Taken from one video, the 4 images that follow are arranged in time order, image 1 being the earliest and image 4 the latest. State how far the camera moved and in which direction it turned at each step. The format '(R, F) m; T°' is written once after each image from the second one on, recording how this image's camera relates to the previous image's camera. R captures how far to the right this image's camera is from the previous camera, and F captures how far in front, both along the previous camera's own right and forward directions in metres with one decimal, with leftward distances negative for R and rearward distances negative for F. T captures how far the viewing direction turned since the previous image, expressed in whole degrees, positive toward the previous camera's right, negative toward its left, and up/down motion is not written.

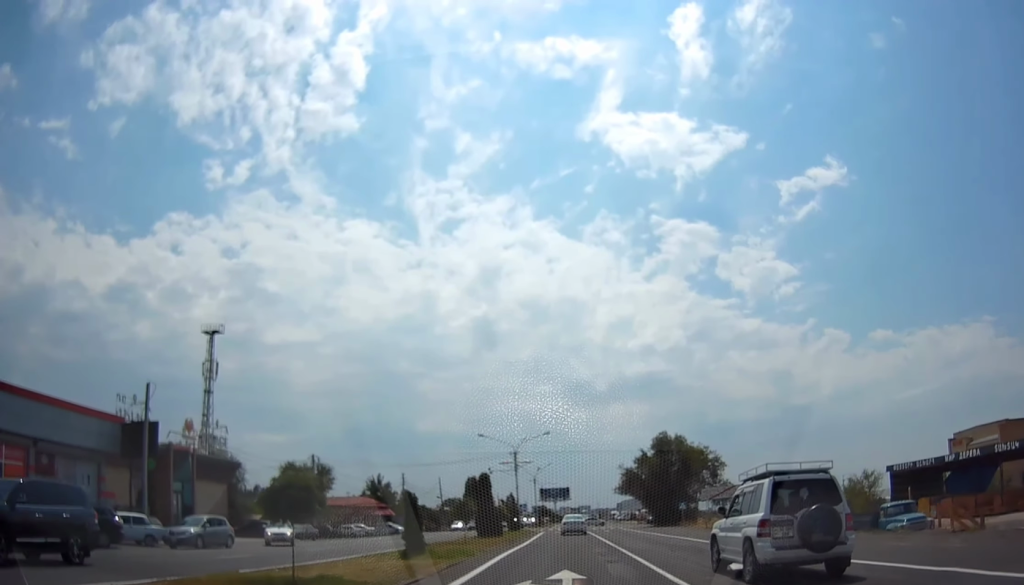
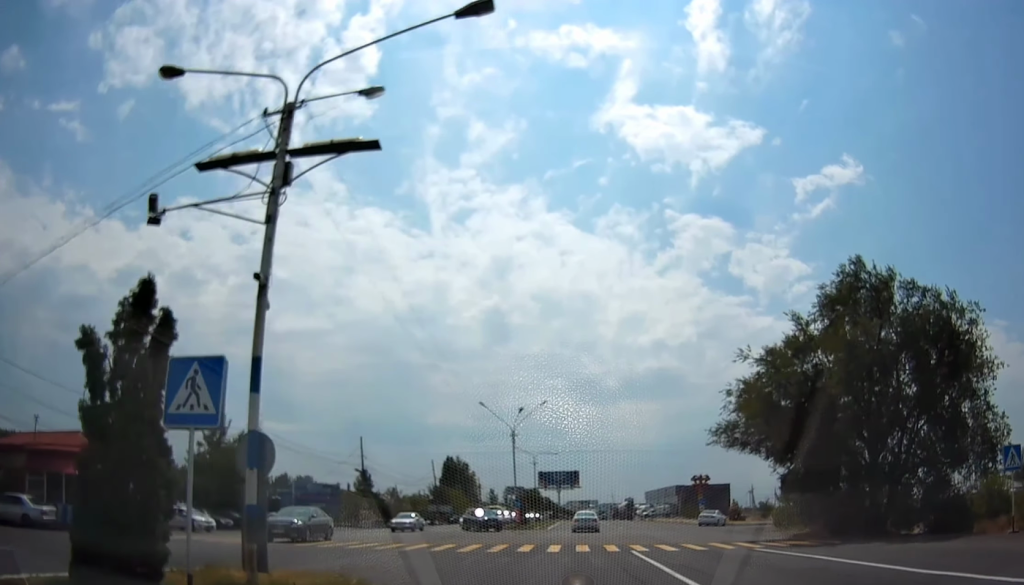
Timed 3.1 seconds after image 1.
(-0.3, +53.7) m; 0°
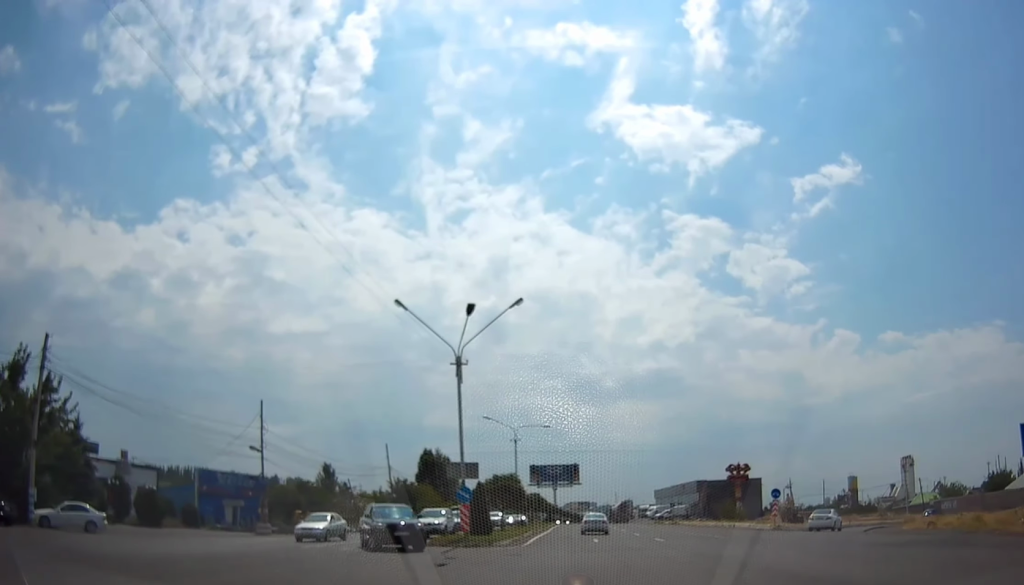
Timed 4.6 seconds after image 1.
(+0.5, +25.8) m; +1°
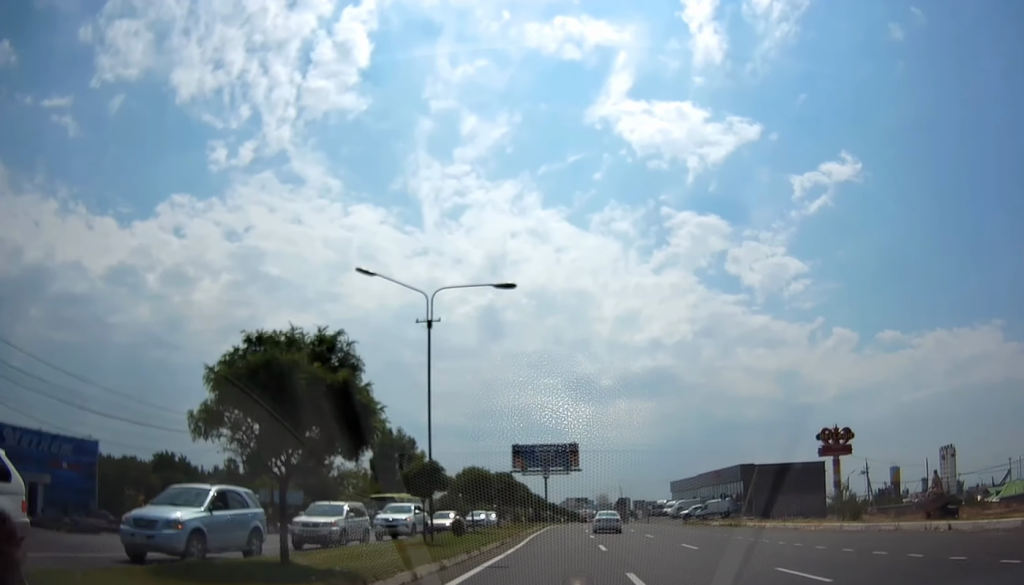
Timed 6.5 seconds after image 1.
(-0.7, +33.3) m; -2°
